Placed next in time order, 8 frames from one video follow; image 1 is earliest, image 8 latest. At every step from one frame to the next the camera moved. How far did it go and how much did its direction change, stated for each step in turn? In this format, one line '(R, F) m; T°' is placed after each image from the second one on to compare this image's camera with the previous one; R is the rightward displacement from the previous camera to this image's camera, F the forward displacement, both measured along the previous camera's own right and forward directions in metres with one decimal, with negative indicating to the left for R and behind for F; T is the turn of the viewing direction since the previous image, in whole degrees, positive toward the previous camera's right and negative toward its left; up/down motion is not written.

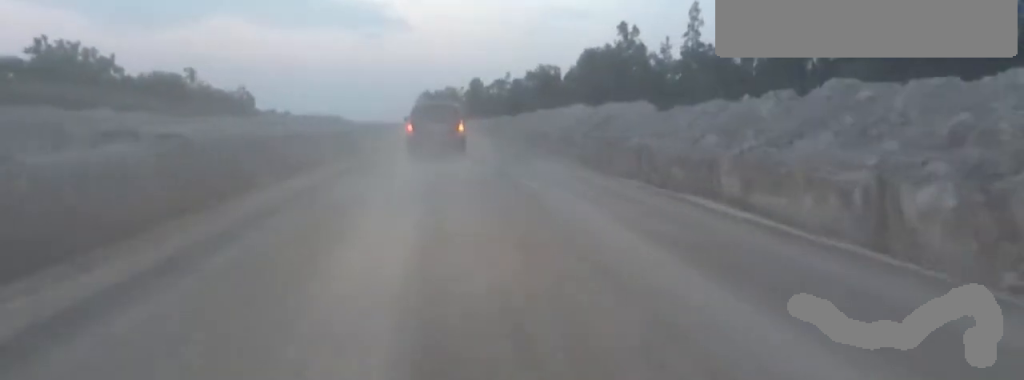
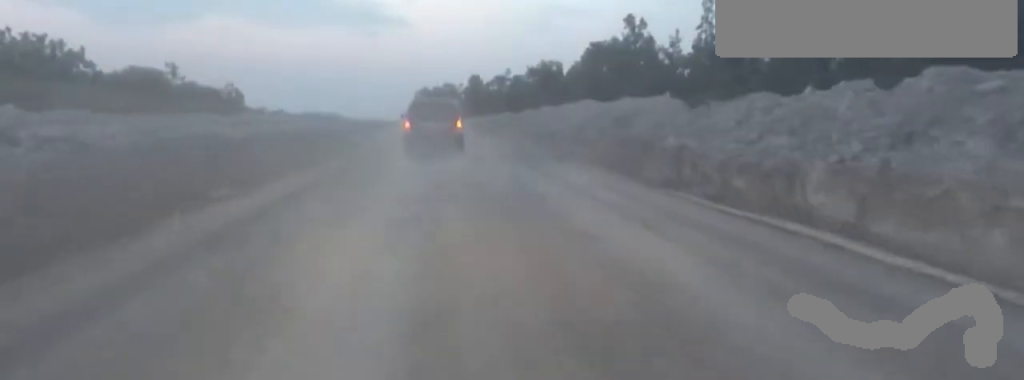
(-0.3, +3.6) m; -3°
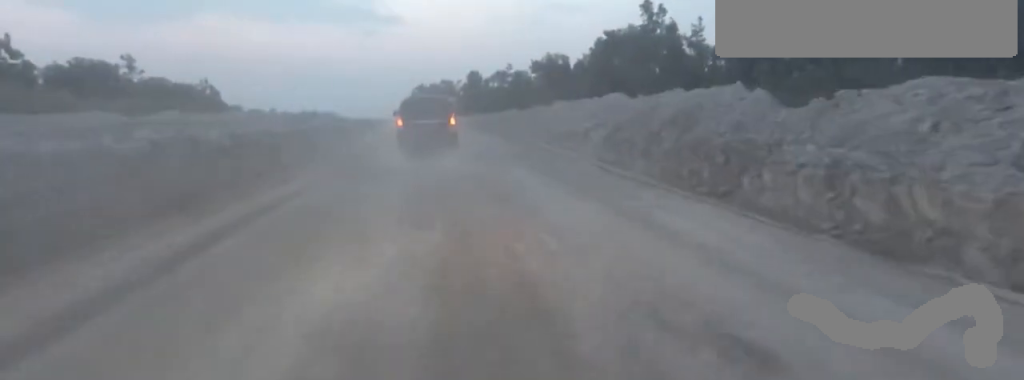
(-0.3, +7.5) m; +2°
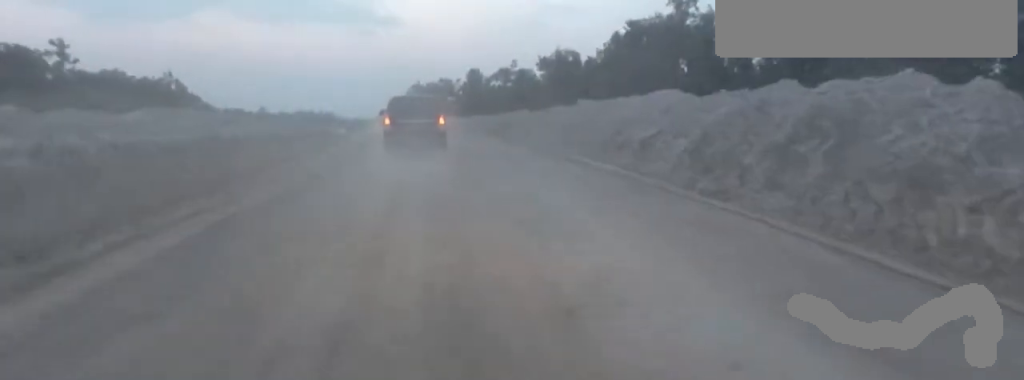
(+0.9, +8.9) m; +3°
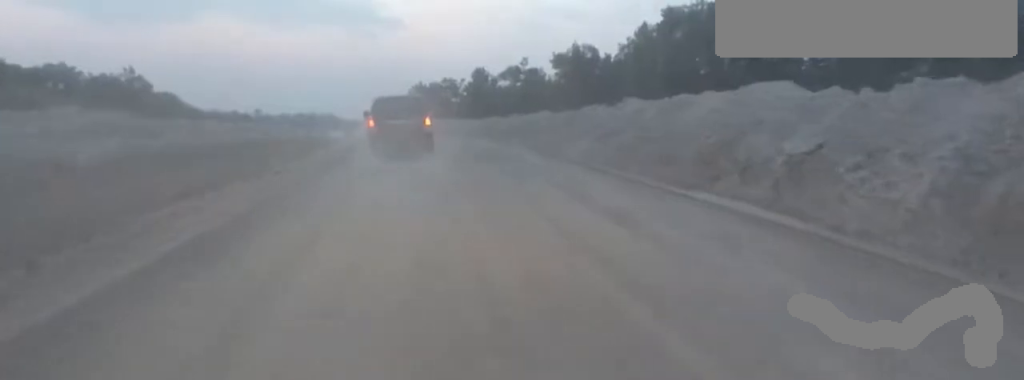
(-0.7, +8.7) m; 0°
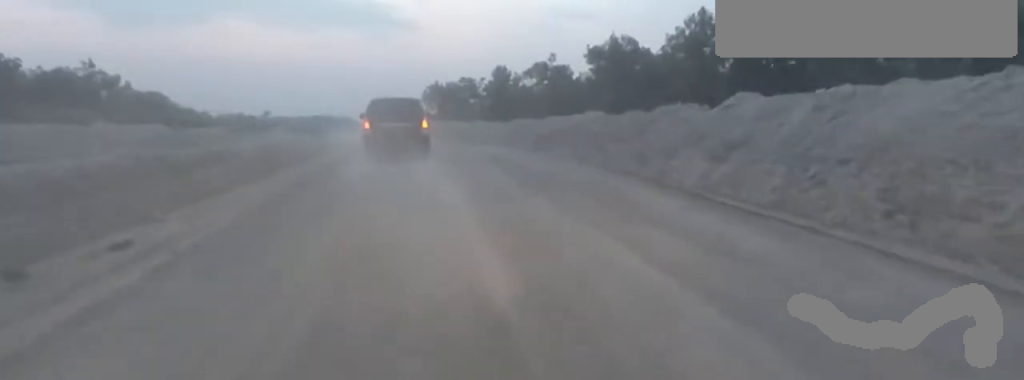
(+0.7, +10.0) m; -3°
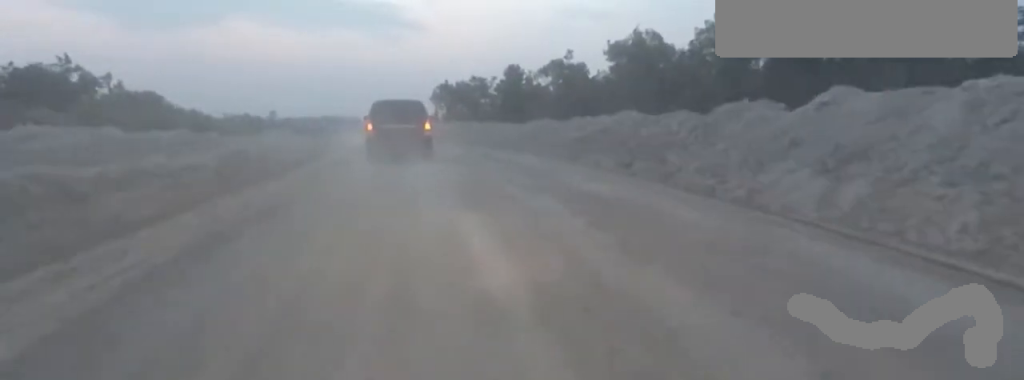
(-0.5, +4.6) m; -6°
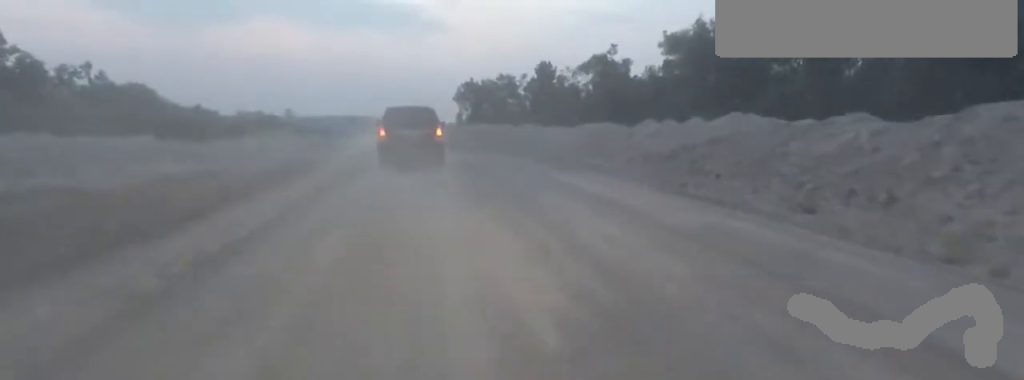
(-0.4, +9.6) m; -2°
